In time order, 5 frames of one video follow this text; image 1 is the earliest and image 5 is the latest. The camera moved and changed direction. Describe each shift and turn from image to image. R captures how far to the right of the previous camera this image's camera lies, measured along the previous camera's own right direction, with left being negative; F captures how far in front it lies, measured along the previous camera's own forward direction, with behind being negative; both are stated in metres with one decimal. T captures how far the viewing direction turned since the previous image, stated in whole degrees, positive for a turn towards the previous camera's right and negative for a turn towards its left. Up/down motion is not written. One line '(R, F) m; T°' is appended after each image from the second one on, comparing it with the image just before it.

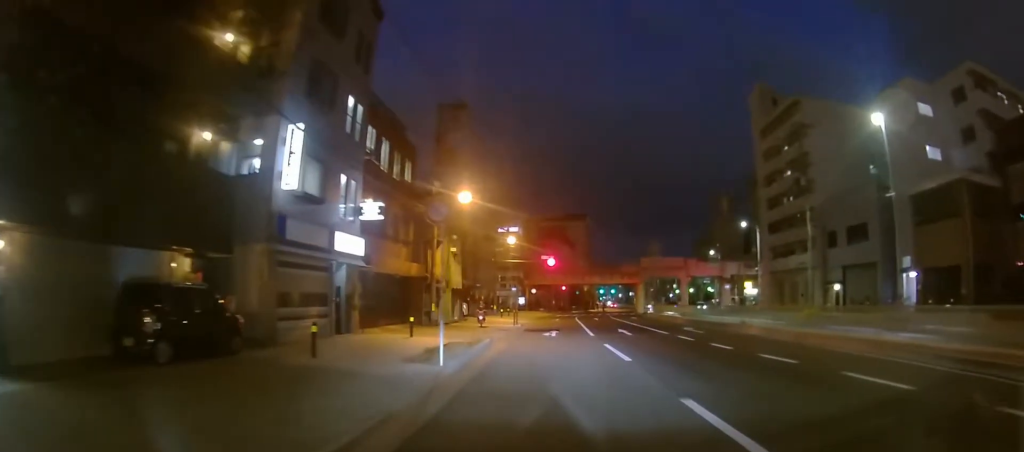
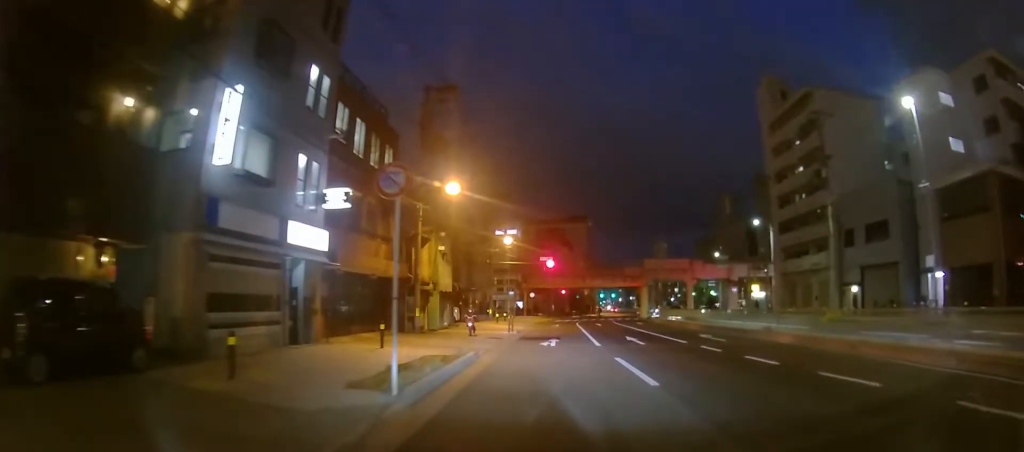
(0.0, +3.0) m; 0°
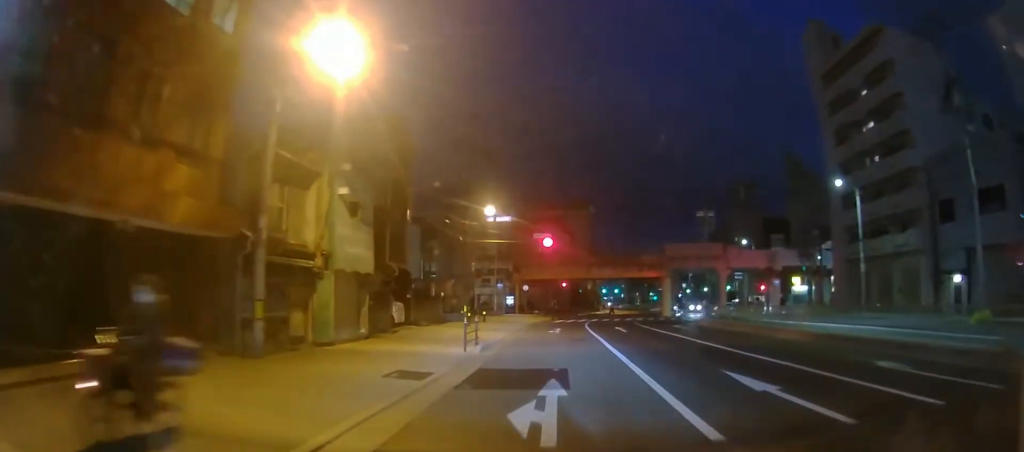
(0.0, +14.5) m; -3°
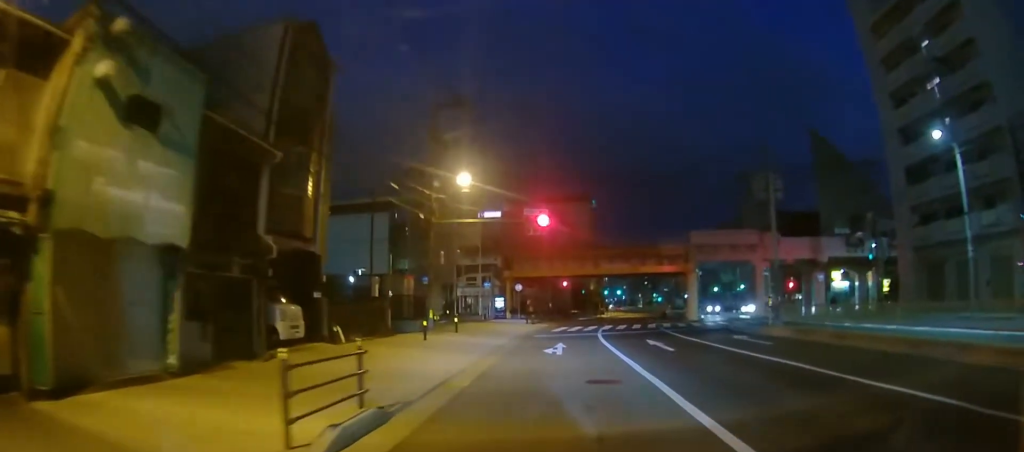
(-0.4, +10.8) m; +2°
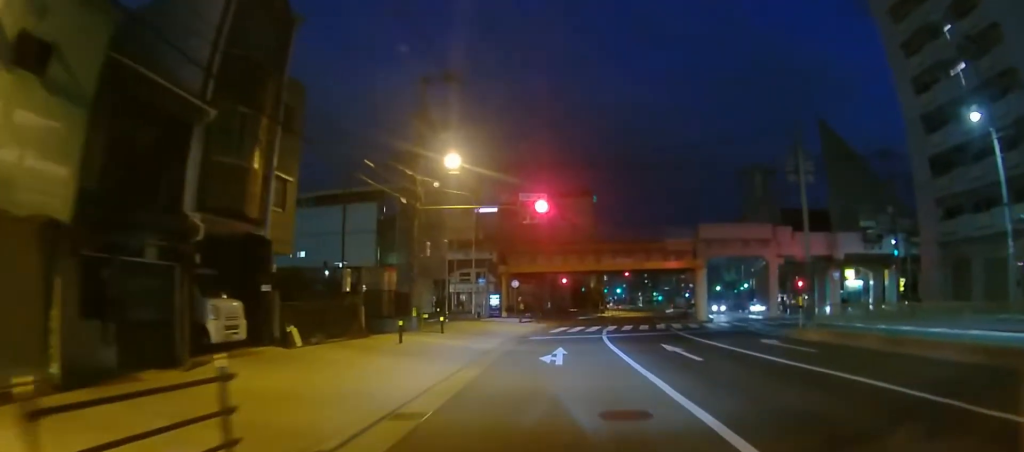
(+0.2, +3.5) m; +4°
